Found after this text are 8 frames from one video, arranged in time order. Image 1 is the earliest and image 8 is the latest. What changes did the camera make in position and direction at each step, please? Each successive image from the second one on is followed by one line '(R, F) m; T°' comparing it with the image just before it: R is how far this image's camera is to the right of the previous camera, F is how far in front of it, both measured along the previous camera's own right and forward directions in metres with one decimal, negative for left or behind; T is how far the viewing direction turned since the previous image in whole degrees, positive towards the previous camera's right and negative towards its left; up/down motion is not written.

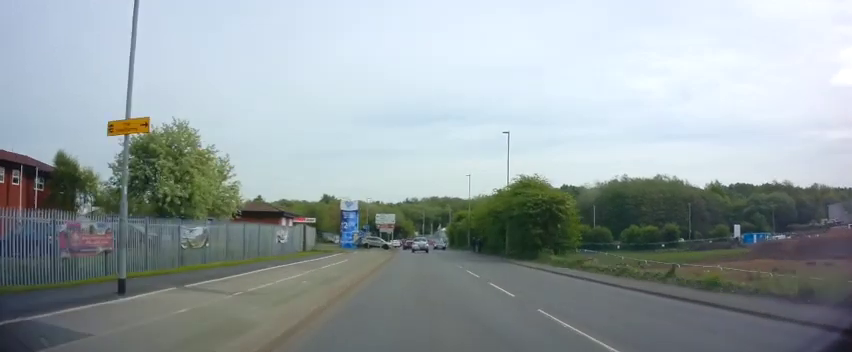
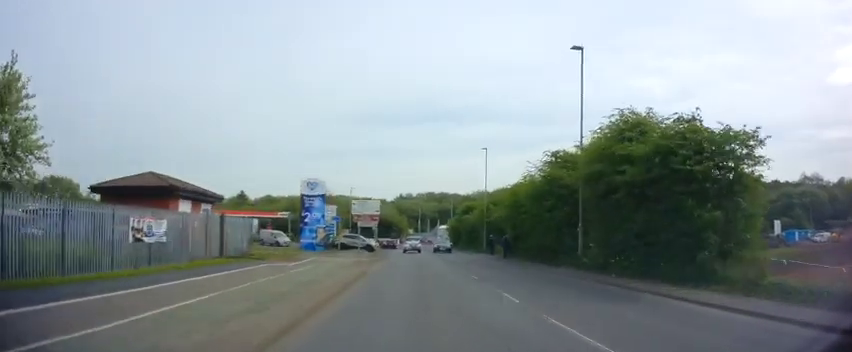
(0.0, +18.7) m; +1°
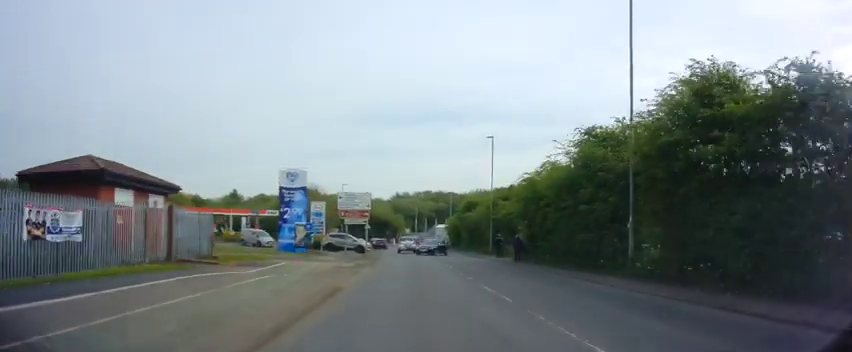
(+0.1, +5.5) m; 0°
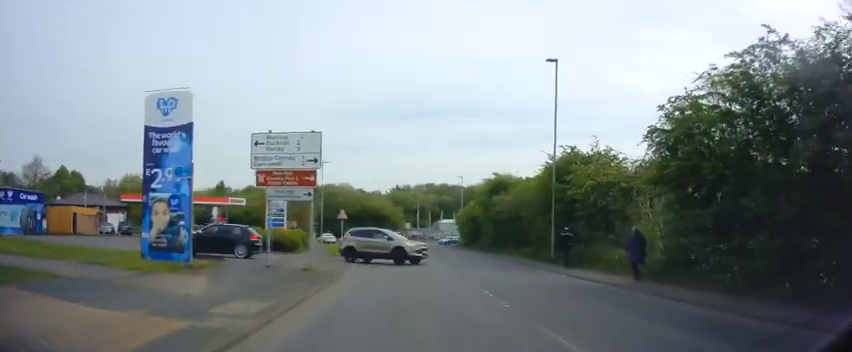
(-0.4, +18.7) m; -1°
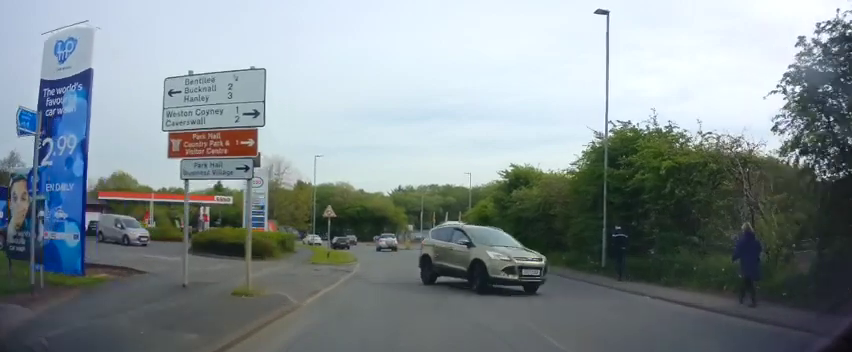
(0.0, +6.4) m; 0°
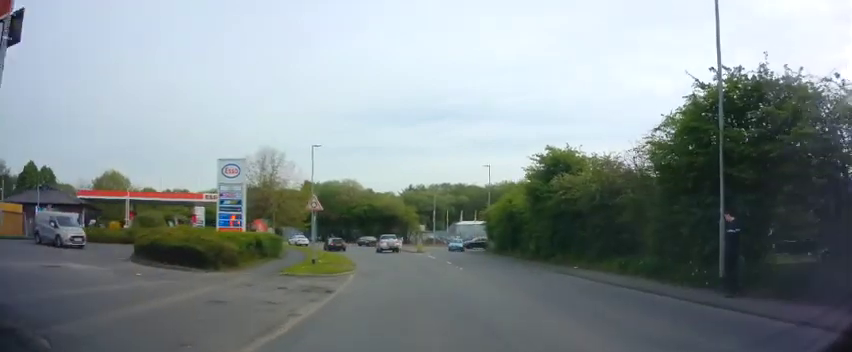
(0.0, +7.1) m; 0°
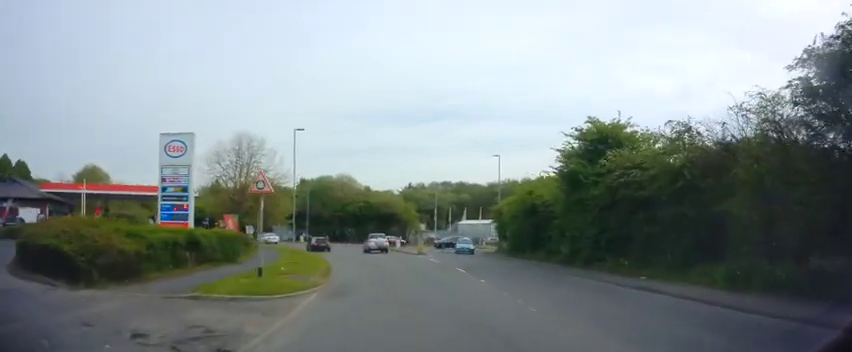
(0.0, +6.9) m; -2°
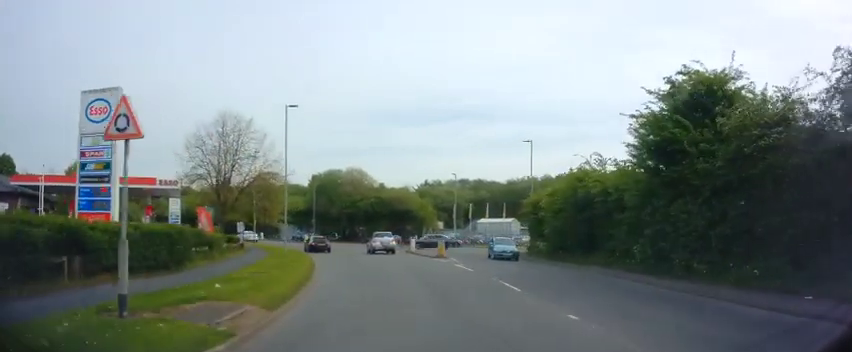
(-0.1, +7.1) m; -3°
